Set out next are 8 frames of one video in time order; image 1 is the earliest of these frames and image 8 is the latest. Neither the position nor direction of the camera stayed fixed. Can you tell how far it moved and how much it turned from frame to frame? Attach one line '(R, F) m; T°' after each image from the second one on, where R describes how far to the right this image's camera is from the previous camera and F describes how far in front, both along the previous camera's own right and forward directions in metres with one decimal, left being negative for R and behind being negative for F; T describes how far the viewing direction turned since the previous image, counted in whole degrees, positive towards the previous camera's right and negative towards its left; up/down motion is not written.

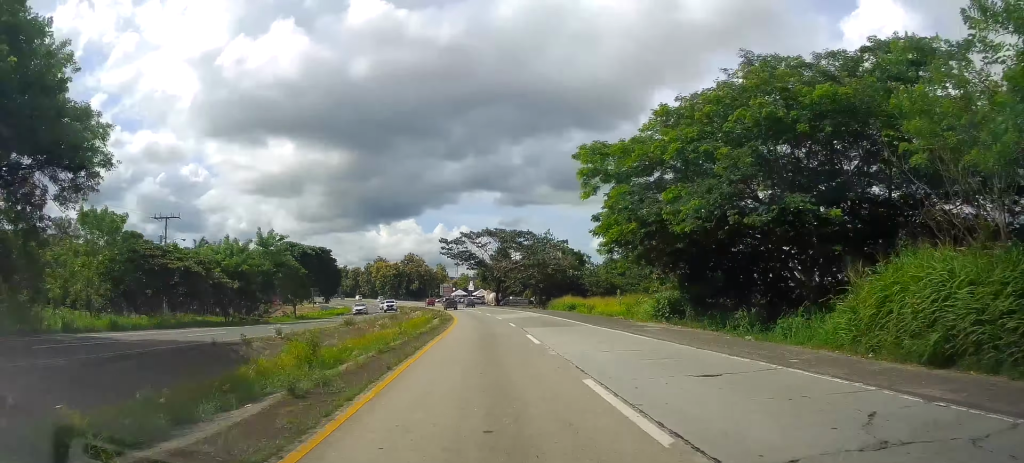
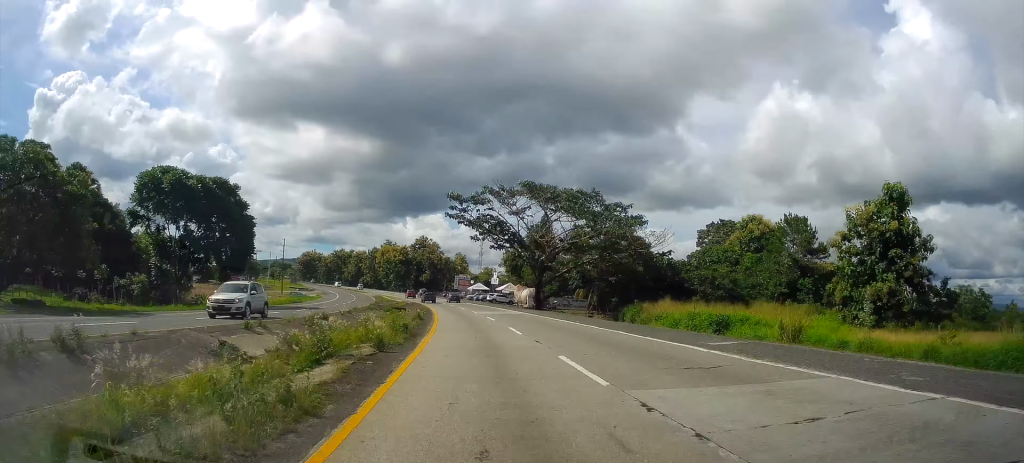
(+0.2, +44.1) m; -1°
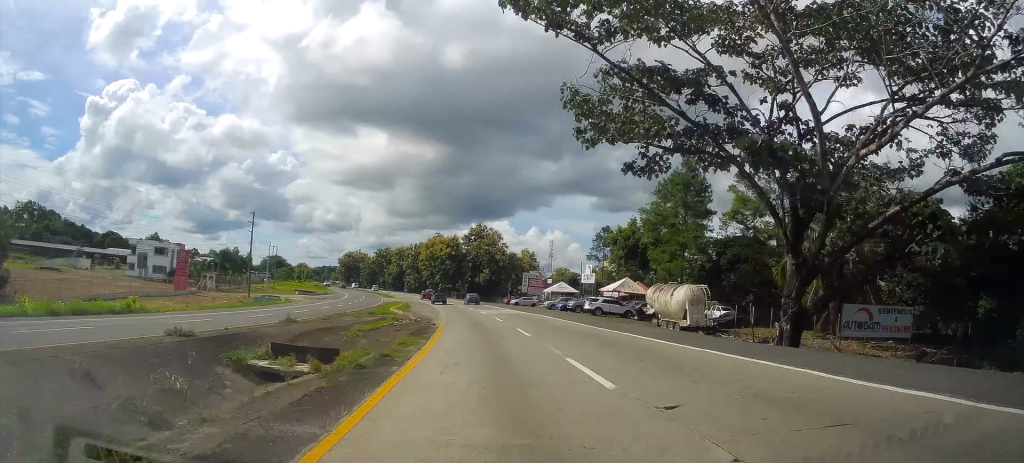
(-1.1, +48.5) m; -4°
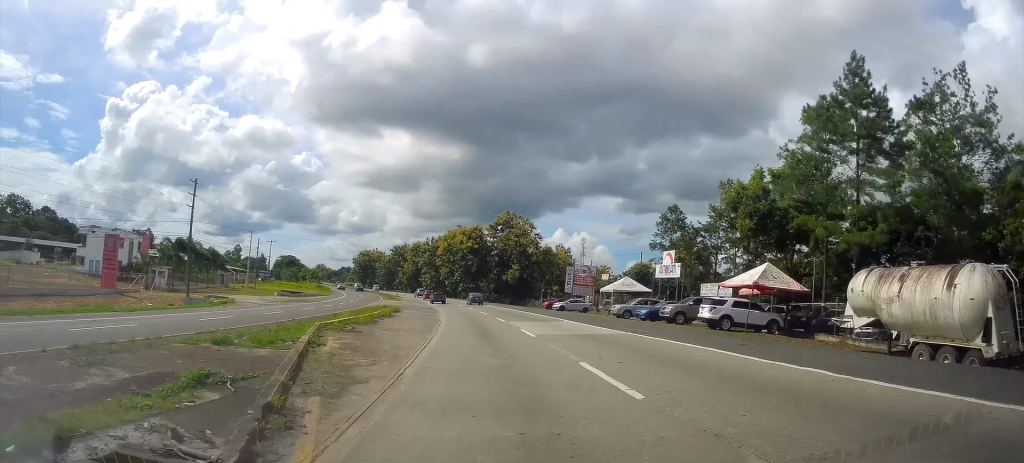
(-0.2, +24.7) m; -3°
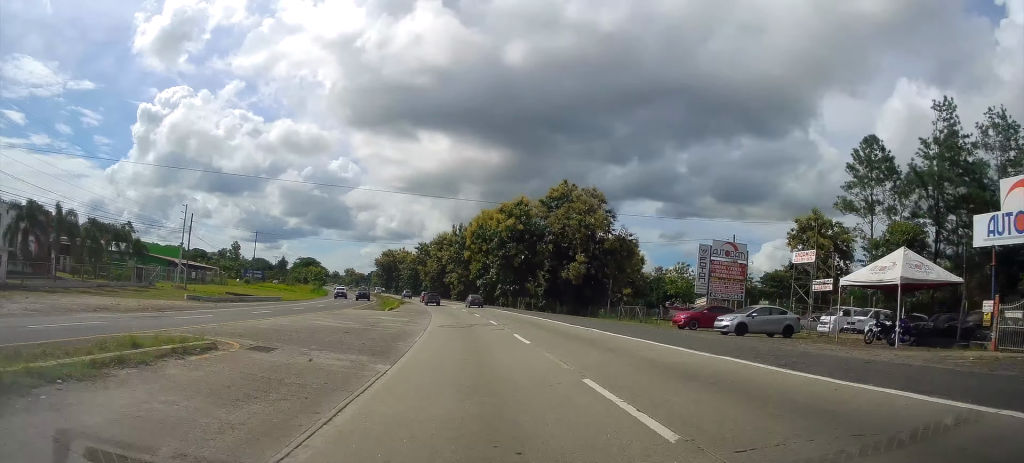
(-1.5, +38.7) m; -5°
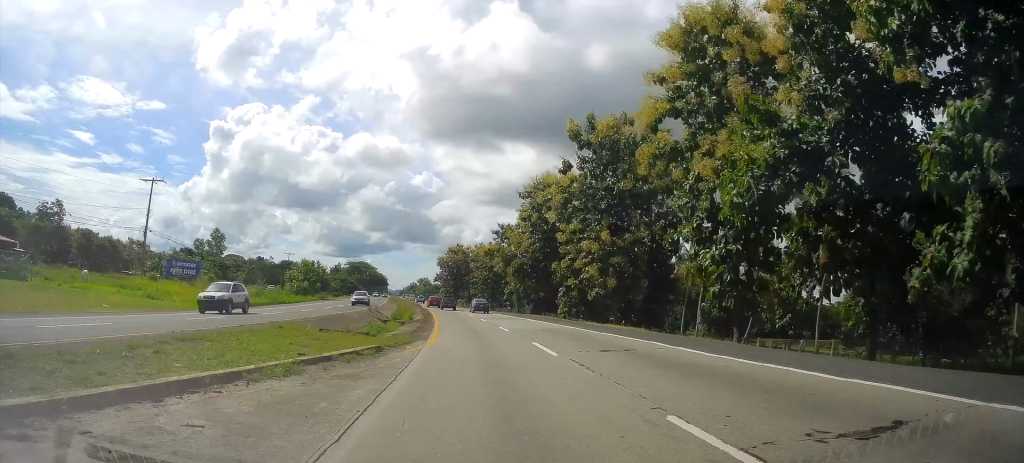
(-6.8, +75.2) m; -9°
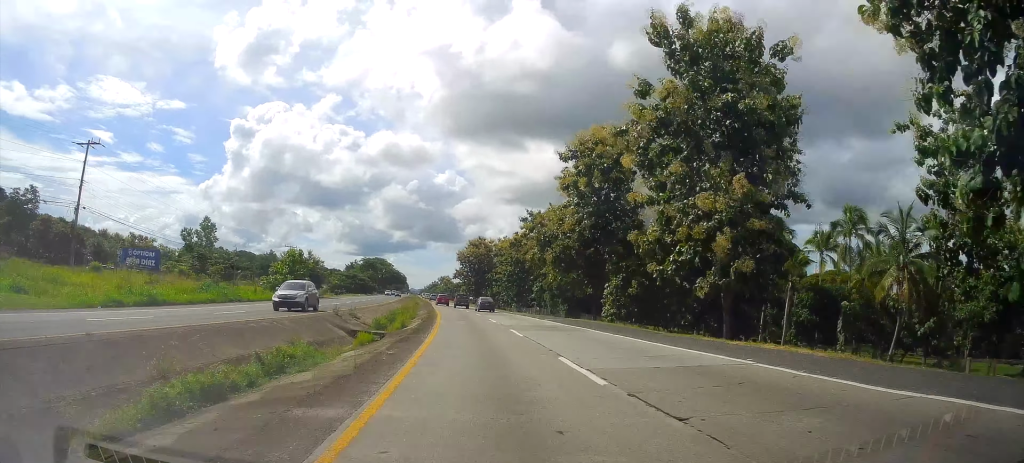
(-0.3, +17.2) m; -2°
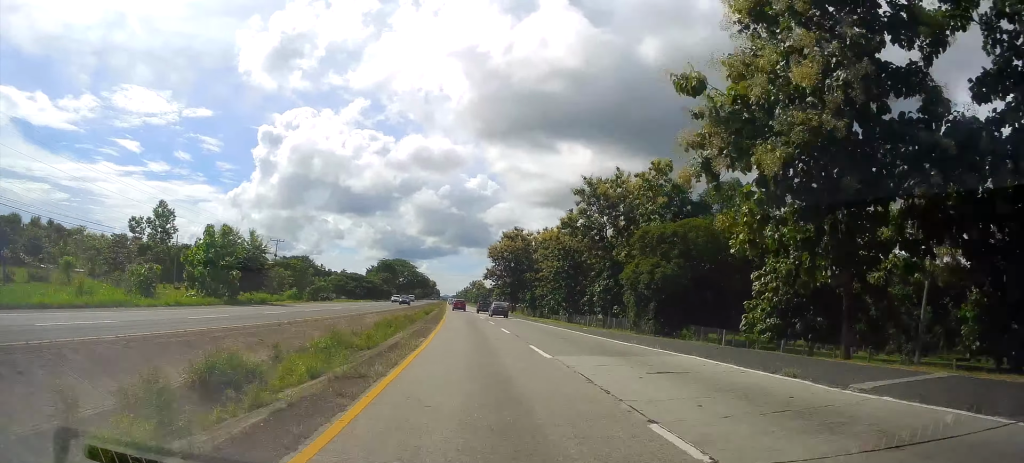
(-0.9, +30.9) m; -3°
